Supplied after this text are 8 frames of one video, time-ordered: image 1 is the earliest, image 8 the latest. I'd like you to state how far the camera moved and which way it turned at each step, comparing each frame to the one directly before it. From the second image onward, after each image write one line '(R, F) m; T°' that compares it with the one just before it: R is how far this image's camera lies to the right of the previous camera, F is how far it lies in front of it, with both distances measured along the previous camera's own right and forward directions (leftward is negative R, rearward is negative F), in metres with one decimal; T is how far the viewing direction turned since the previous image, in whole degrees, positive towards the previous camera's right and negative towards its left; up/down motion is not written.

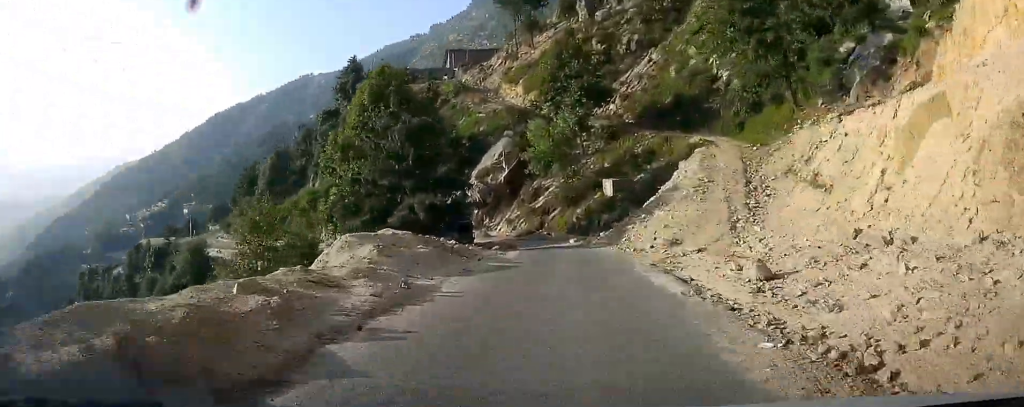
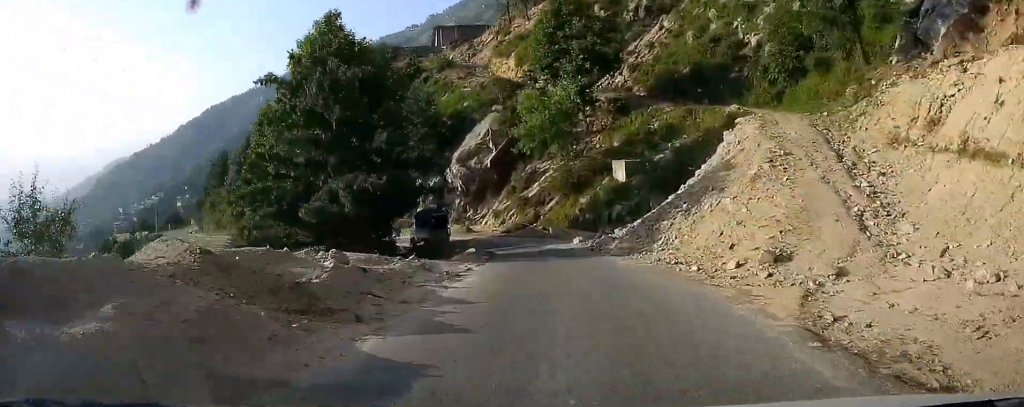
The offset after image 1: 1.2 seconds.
(+1.7, +9.6) m; +7°
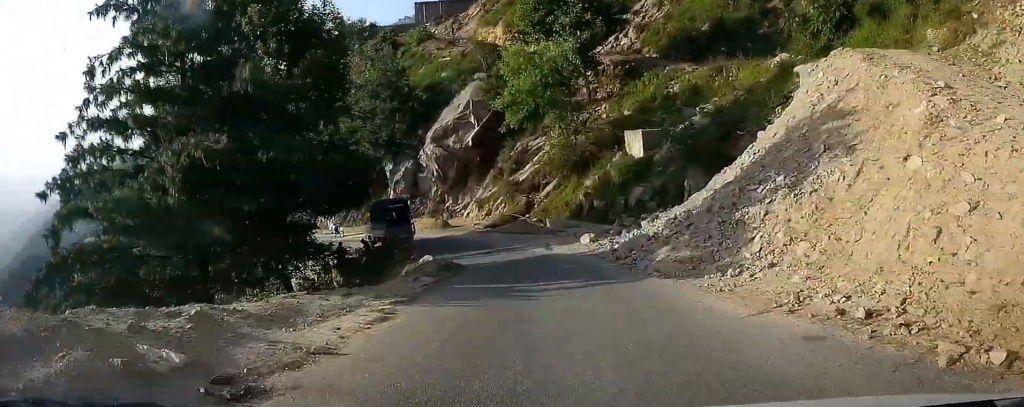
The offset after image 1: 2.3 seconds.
(+0.6, +8.5) m; +4°
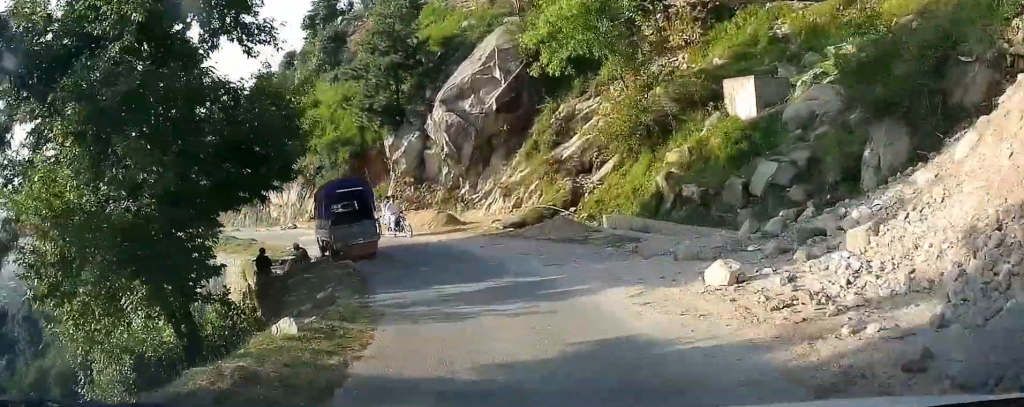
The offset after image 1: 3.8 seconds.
(+0.3, +11.7) m; 0°
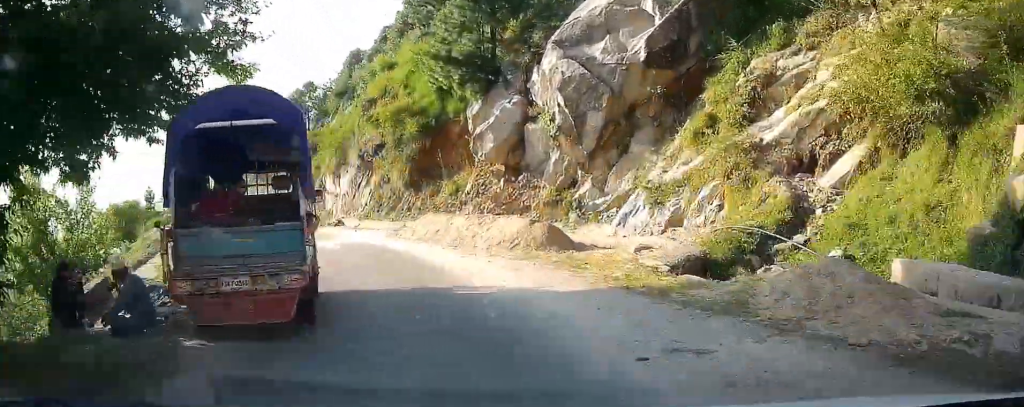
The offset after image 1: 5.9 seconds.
(-0.4, +14.5) m; -8°
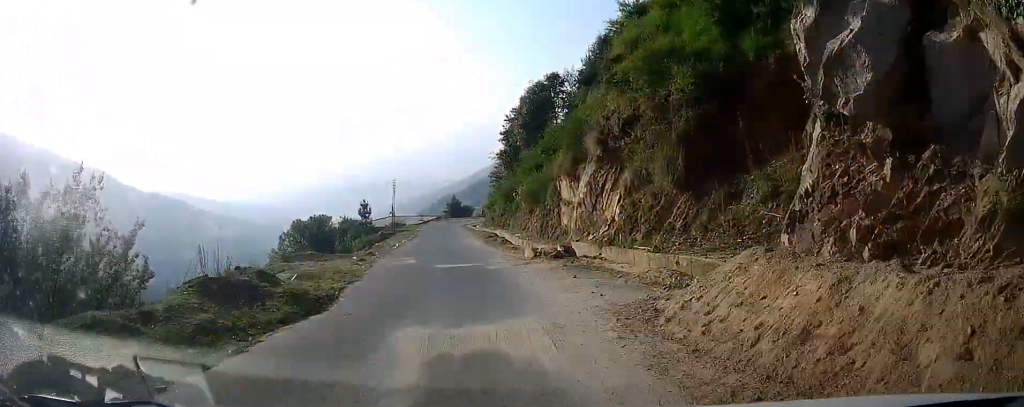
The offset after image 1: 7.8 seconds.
(-1.6, +12.8) m; -21°
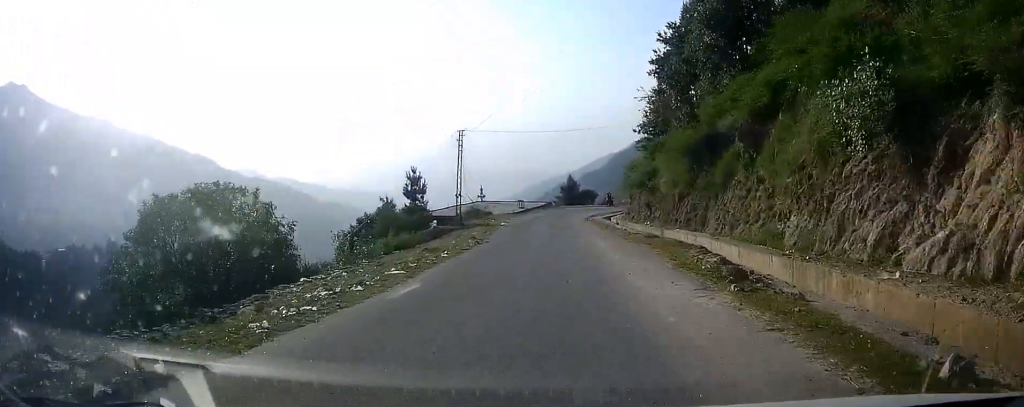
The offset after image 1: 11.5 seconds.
(-8.5, +26.9) m; -21°
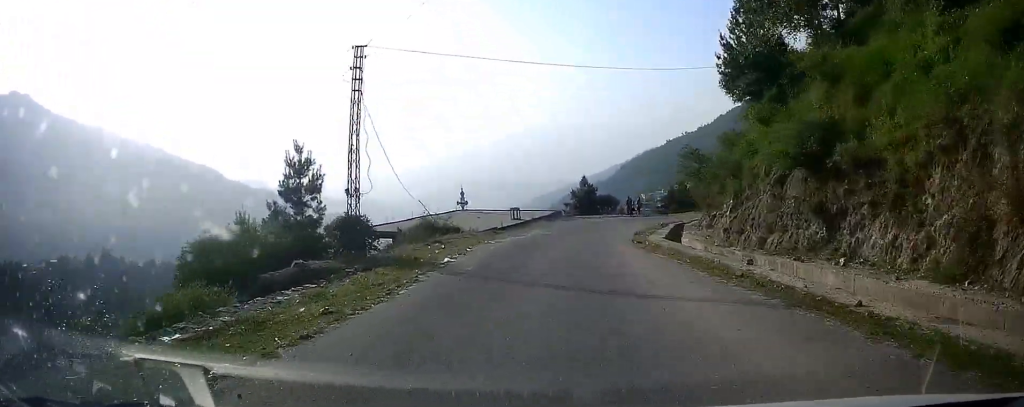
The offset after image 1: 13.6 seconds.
(-0.2, +19.4) m; -1°
